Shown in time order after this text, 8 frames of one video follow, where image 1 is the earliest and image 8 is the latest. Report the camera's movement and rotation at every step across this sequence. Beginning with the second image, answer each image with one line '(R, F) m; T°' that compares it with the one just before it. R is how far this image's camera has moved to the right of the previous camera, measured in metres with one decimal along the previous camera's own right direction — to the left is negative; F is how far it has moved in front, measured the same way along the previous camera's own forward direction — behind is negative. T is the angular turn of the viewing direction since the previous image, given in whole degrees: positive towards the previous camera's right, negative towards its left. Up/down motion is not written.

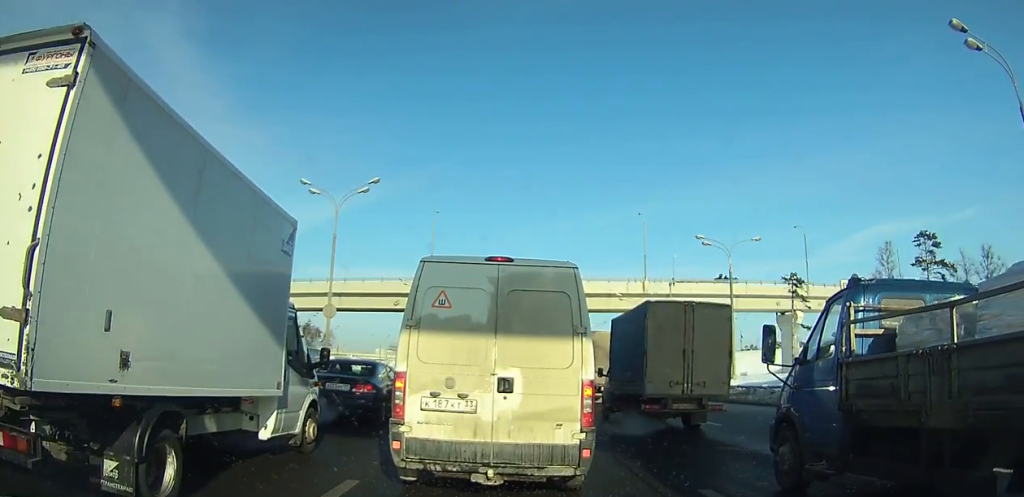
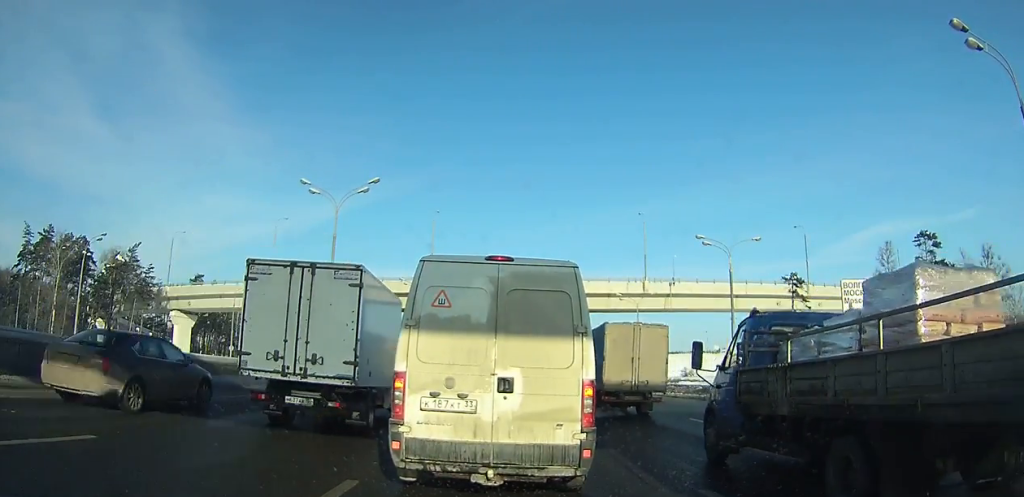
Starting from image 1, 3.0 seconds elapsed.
(0.0, +7.9) m; 0°
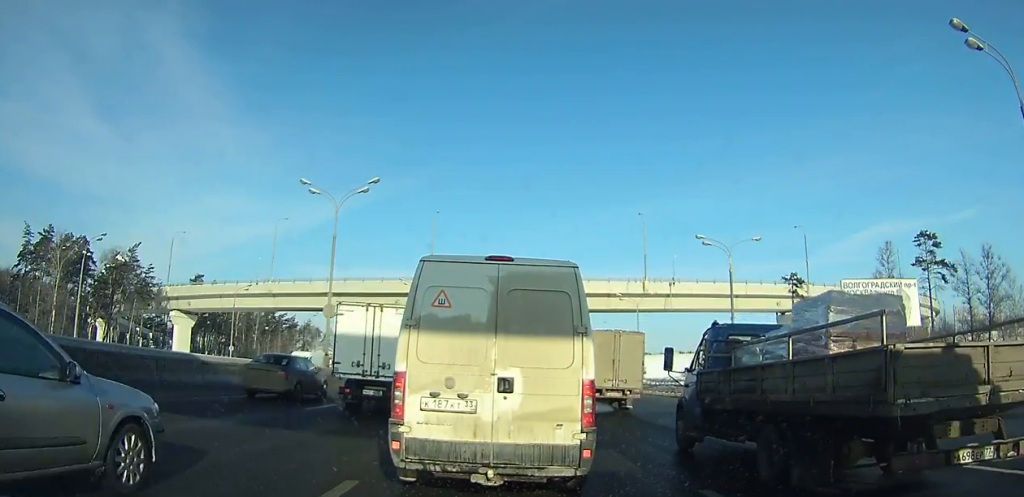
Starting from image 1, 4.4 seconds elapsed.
(0.0, +3.8) m; 0°
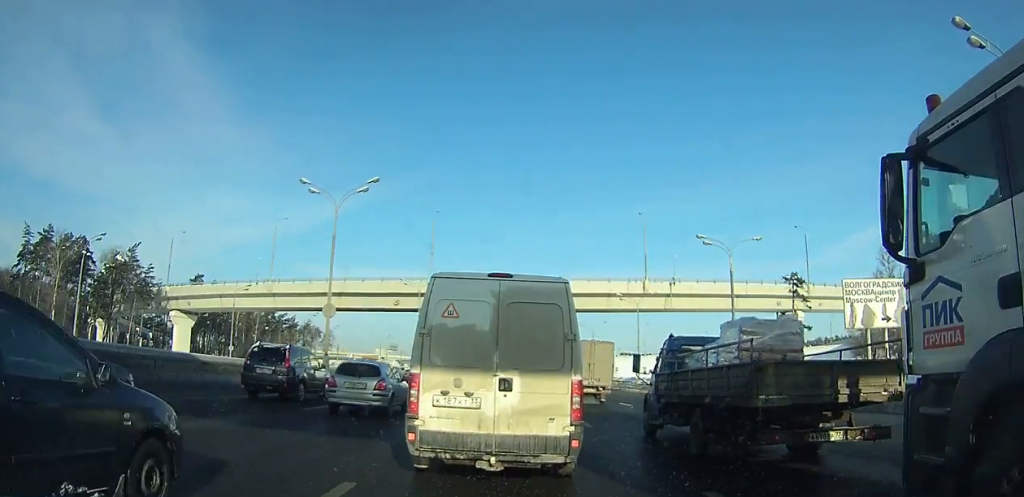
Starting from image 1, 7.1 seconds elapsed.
(0.0, +7.8) m; 0°
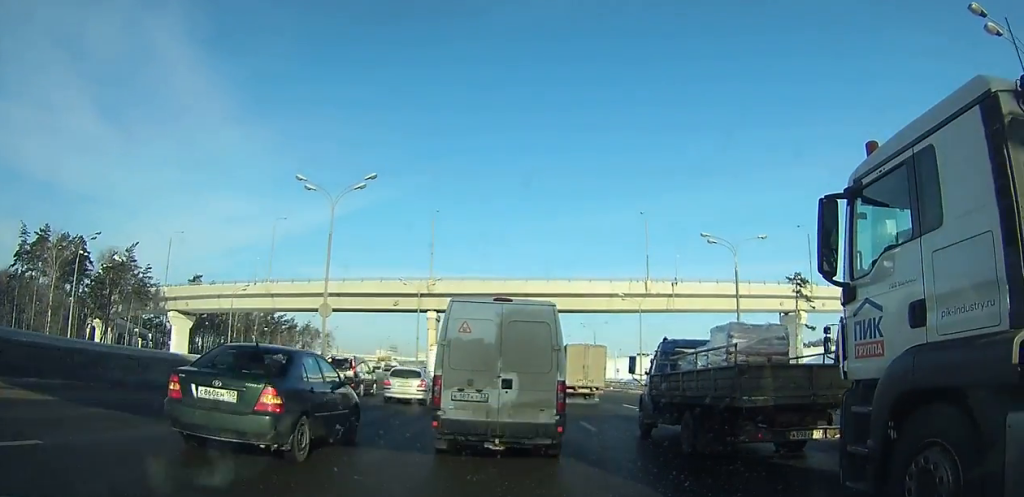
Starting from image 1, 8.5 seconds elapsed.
(0.0, +4.2) m; 0°
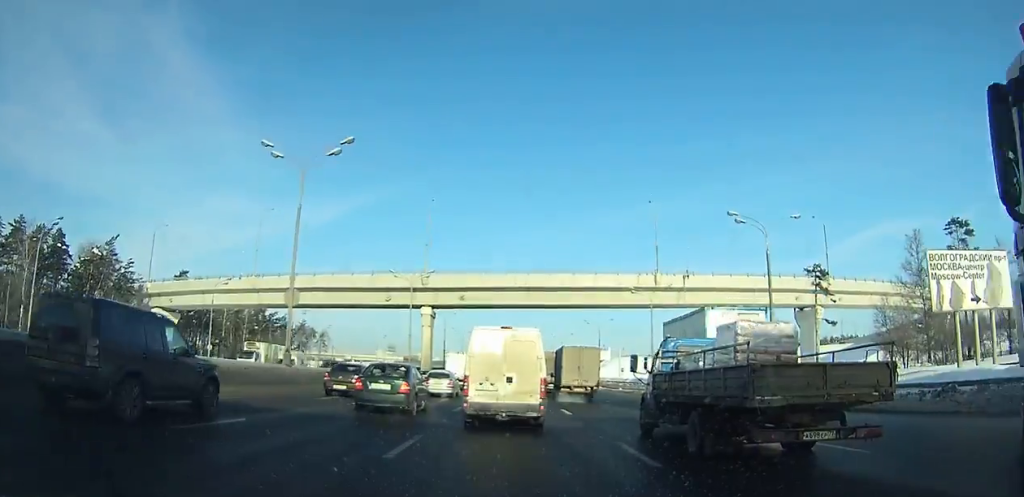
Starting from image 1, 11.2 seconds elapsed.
(0.0, +8.5) m; 0°
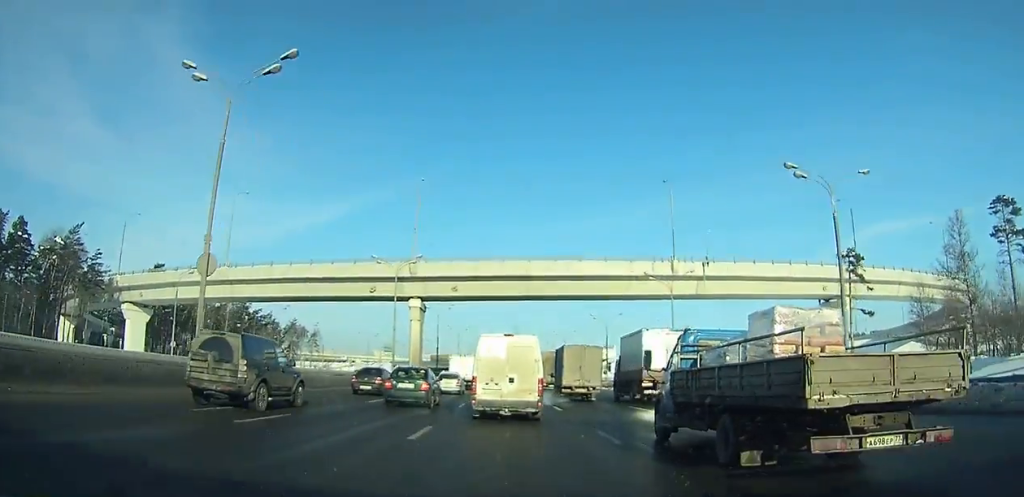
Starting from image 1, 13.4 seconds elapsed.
(0.0, +7.4) m; 0°
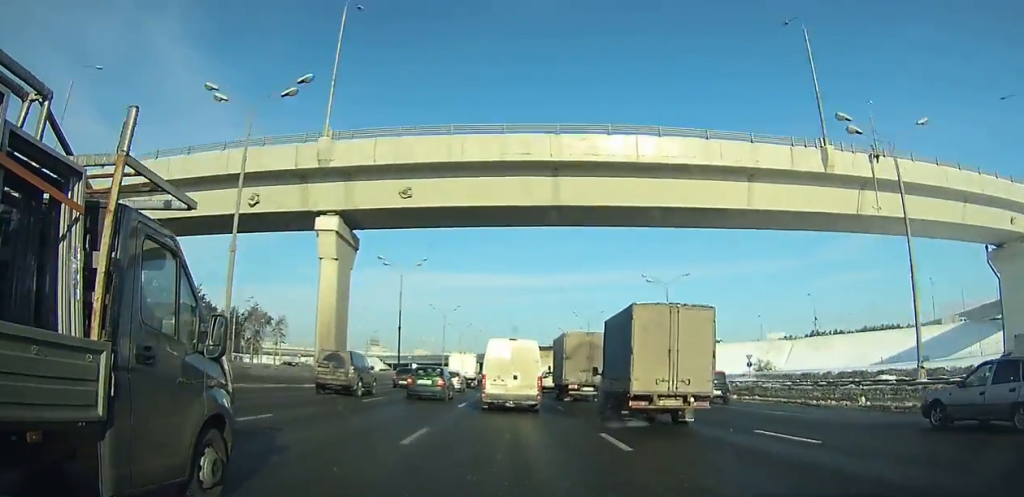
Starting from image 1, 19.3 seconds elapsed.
(0.0, +21.6) m; 0°
